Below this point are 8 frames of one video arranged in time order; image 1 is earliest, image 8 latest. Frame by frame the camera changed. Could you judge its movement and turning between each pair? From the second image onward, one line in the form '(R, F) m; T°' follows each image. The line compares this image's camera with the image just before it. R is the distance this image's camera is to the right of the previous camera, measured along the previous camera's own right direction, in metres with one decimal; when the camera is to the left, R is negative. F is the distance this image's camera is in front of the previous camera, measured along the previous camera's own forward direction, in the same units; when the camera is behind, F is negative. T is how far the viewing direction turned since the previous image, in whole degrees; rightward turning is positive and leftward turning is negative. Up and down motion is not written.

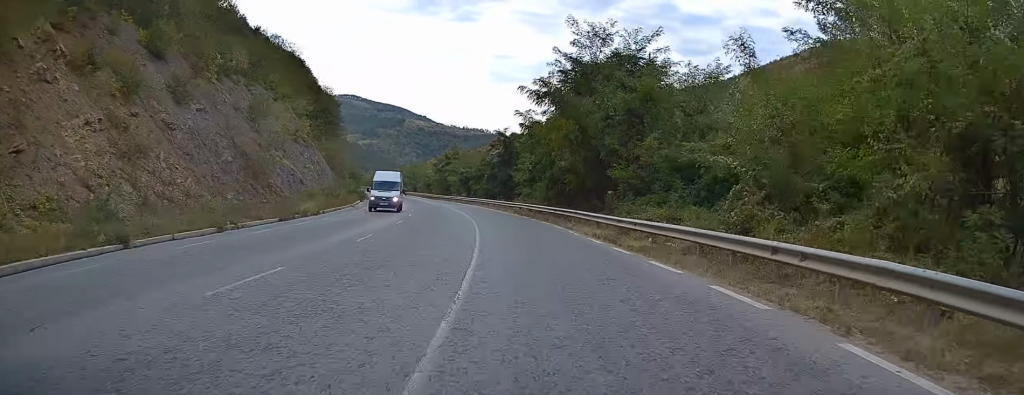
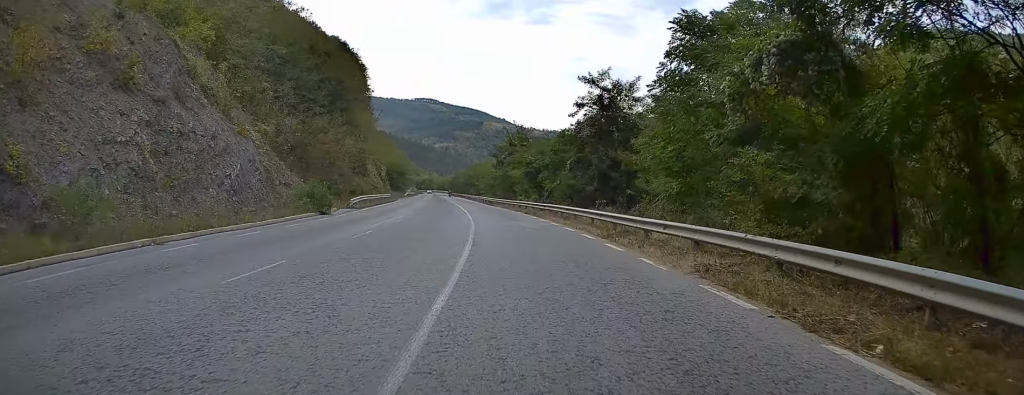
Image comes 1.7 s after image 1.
(-1.8, +35.8) m; -6°
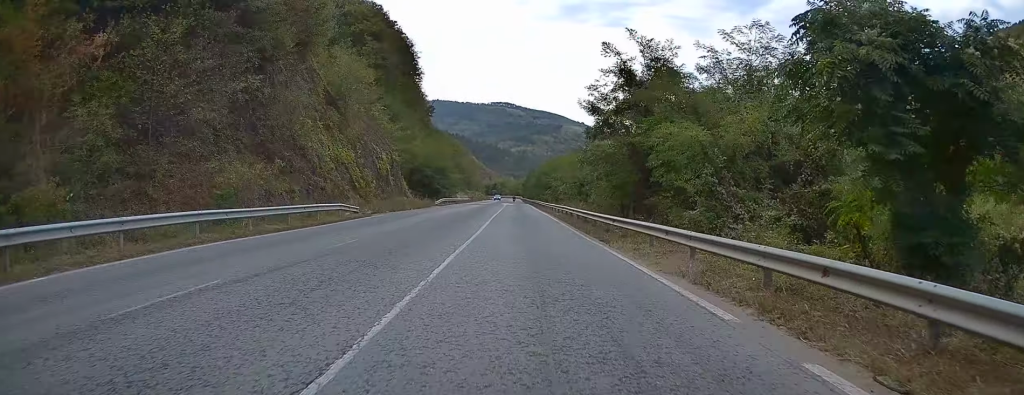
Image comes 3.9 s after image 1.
(-2.8, +48.4) m; -6°
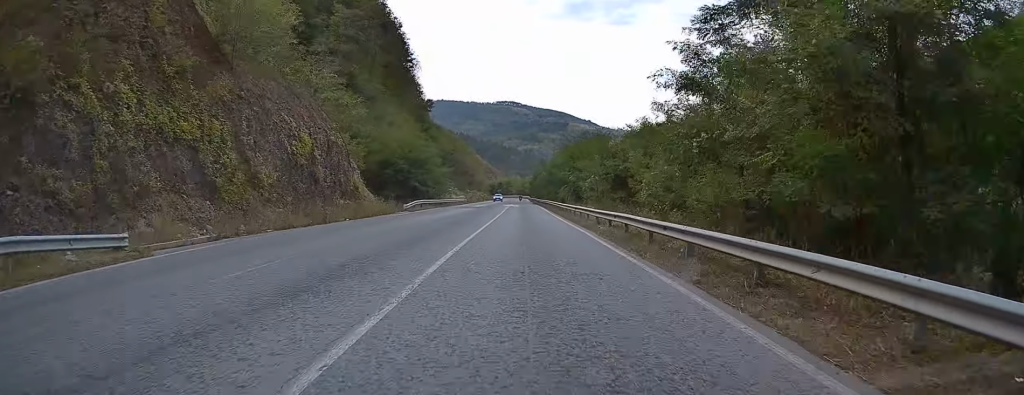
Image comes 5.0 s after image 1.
(-0.6, +23.9) m; -2°
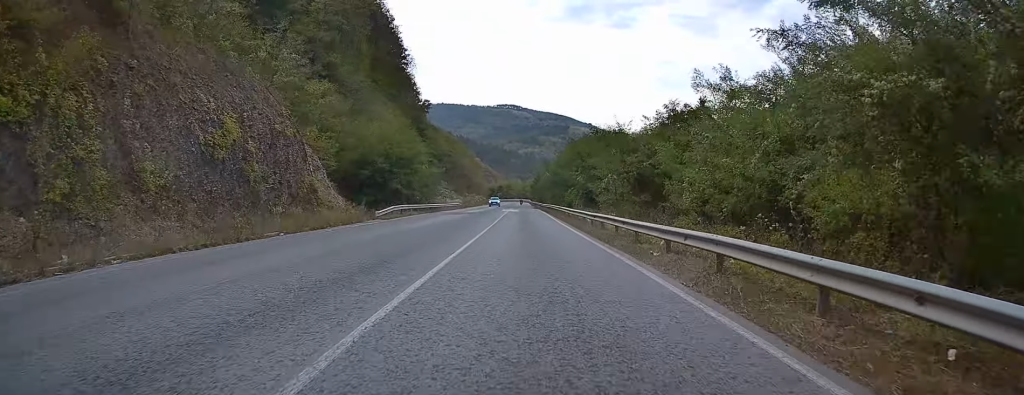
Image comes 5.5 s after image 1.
(-0.1, +10.1) m; -1°
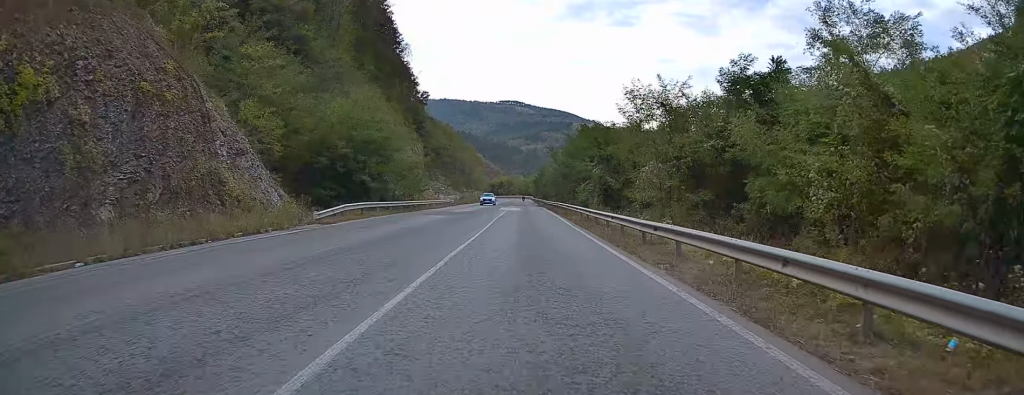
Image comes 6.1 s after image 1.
(0.0, +12.9) m; +1°
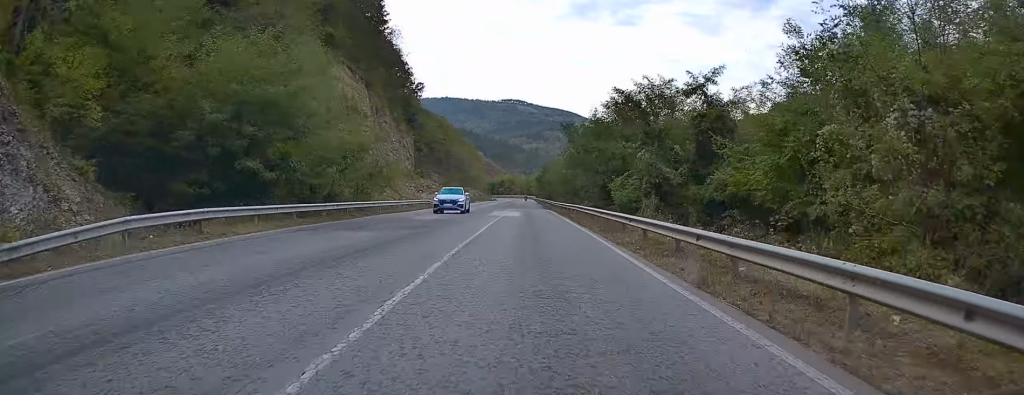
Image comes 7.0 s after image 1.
(+0.2, +19.4) m; 0°
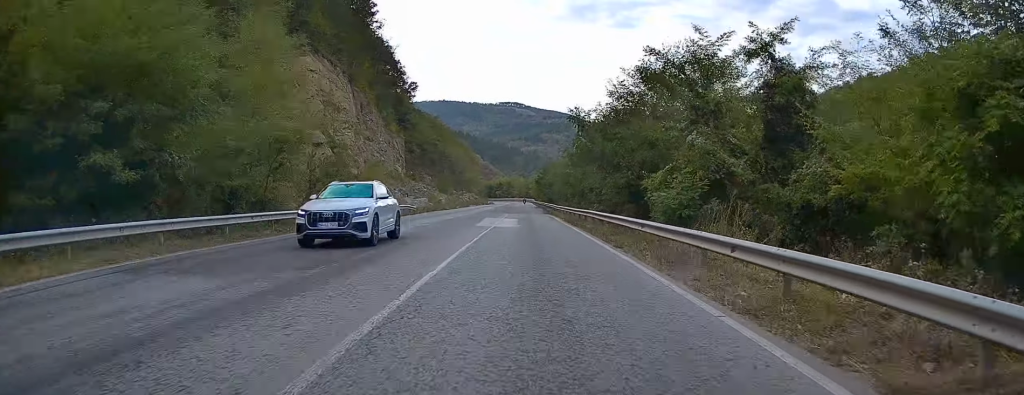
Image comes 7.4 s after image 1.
(+0.3, +10.1) m; -1°
